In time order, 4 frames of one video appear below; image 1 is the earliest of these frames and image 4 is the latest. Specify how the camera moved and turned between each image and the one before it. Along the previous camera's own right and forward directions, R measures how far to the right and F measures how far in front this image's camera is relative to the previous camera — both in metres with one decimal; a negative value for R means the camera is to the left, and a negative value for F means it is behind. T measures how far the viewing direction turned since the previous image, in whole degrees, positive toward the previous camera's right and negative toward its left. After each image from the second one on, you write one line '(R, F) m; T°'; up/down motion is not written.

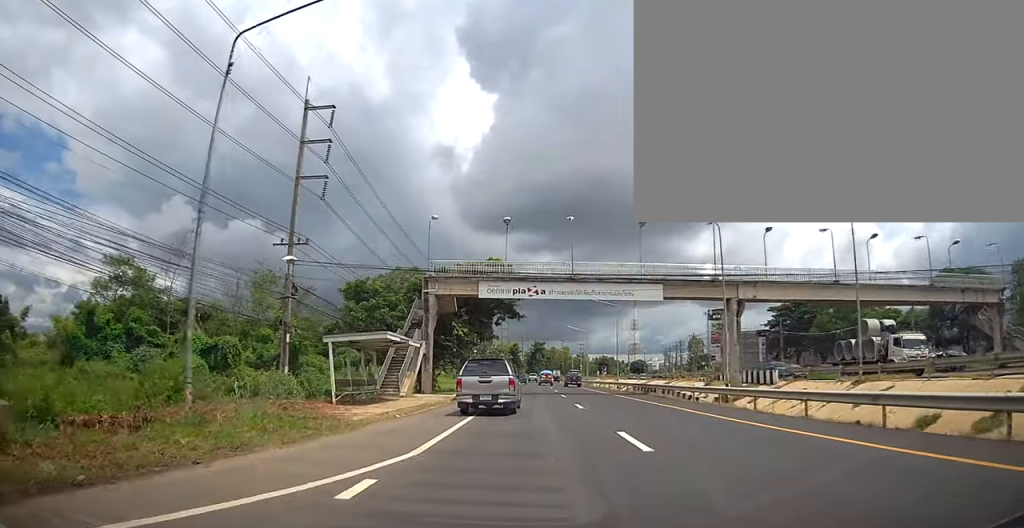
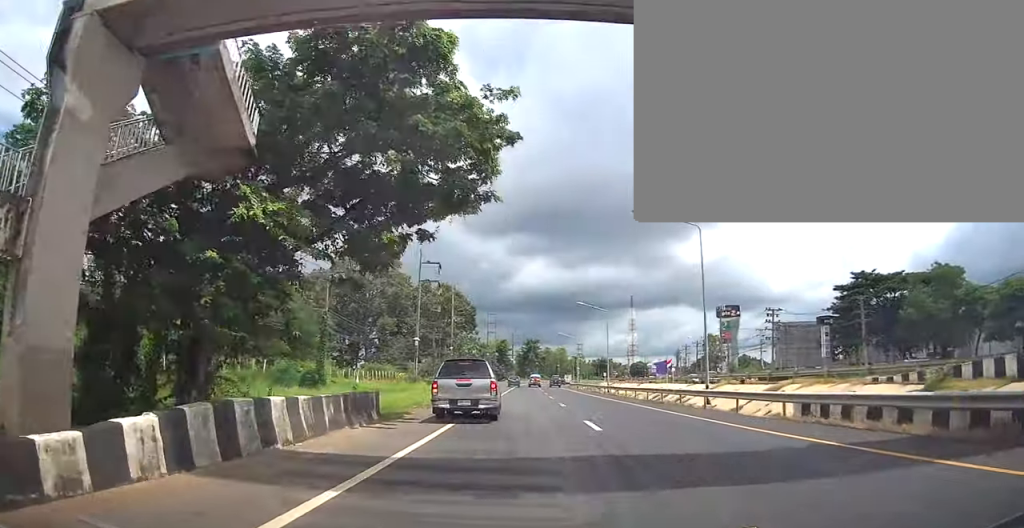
(-0.1, +30.9) m; 0°
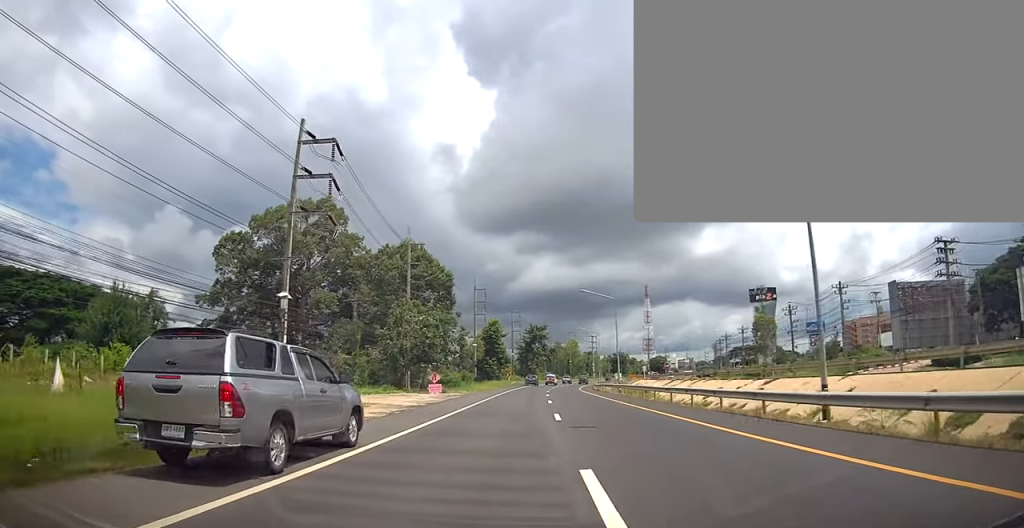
(+2.2, +42.6) m; +2°
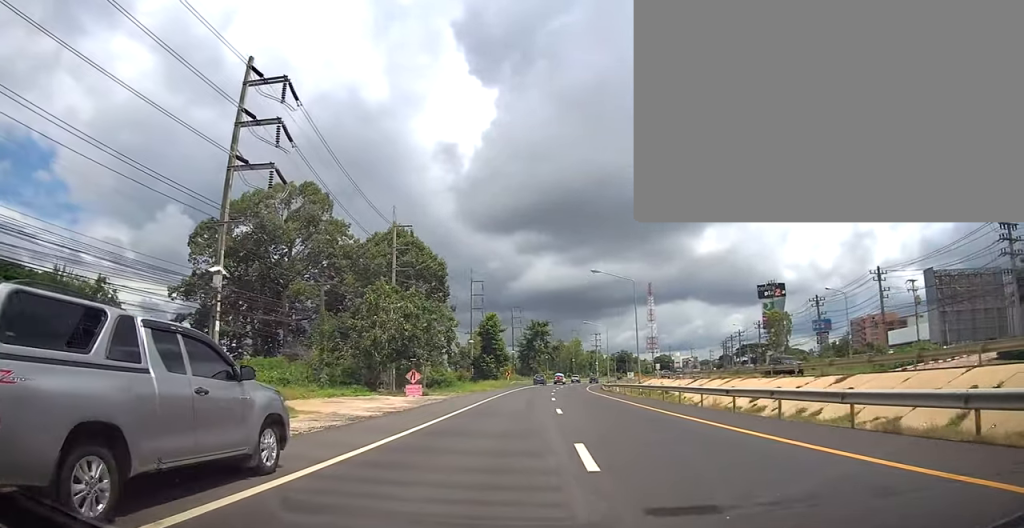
(-0.1, +8.9) m; -1°
